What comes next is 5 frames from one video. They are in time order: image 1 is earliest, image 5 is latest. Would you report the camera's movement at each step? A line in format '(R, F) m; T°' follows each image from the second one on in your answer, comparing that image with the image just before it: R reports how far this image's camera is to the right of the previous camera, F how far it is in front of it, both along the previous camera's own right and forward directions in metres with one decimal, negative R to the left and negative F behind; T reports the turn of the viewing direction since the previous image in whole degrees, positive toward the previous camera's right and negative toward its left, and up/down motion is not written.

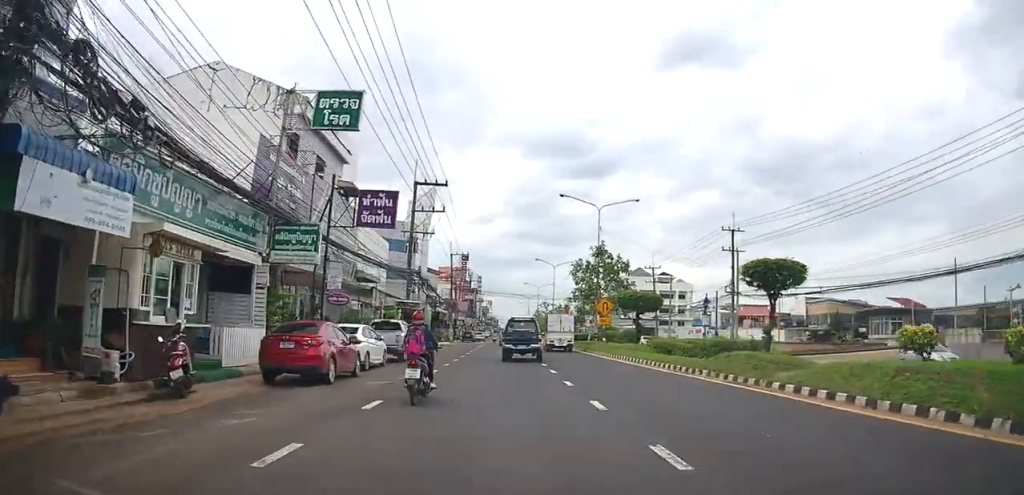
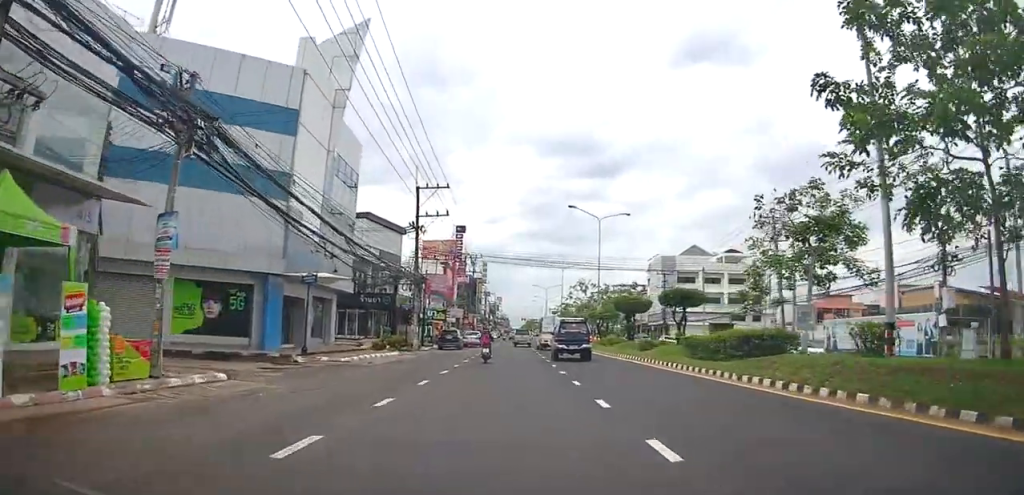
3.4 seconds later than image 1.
(-0.3, +36.2) m; -2°
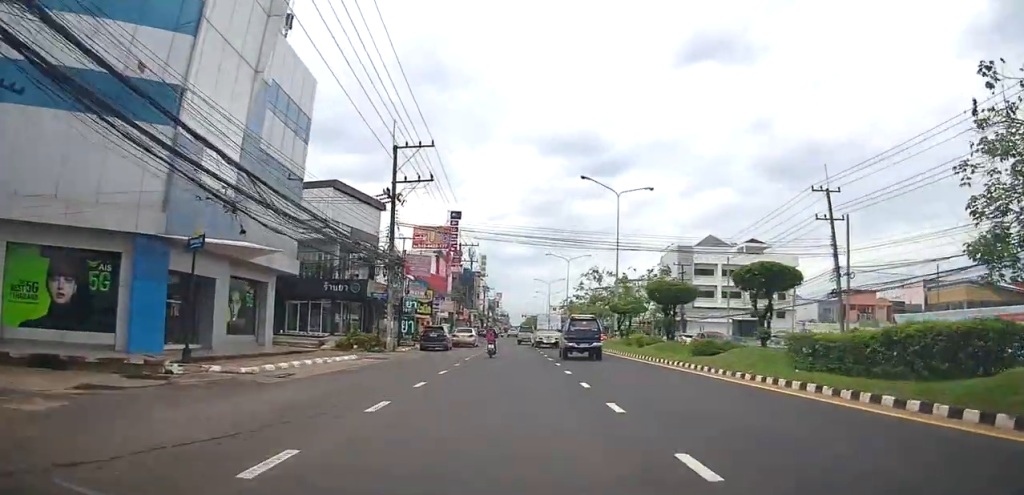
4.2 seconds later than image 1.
(-0.3, +8.9) m; -3°
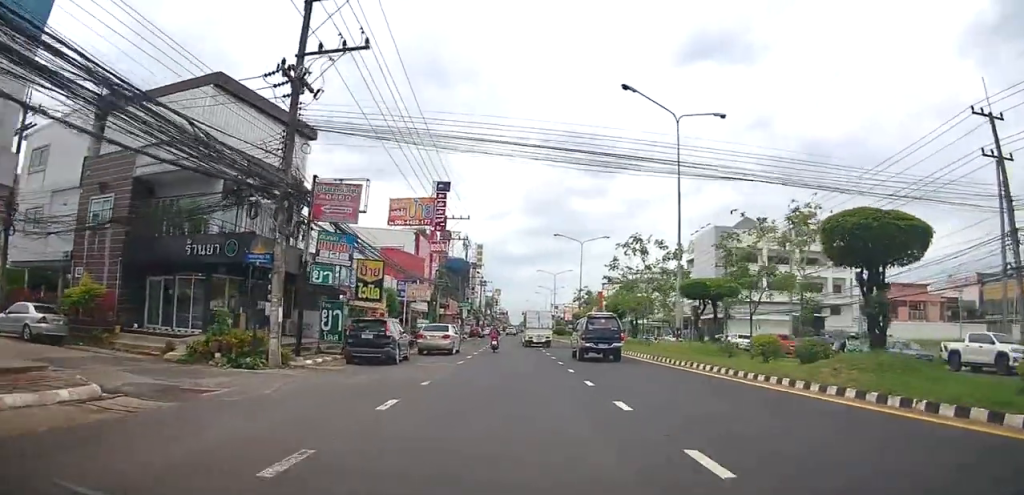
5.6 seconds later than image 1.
(-0.4, +16.7) m; +1°
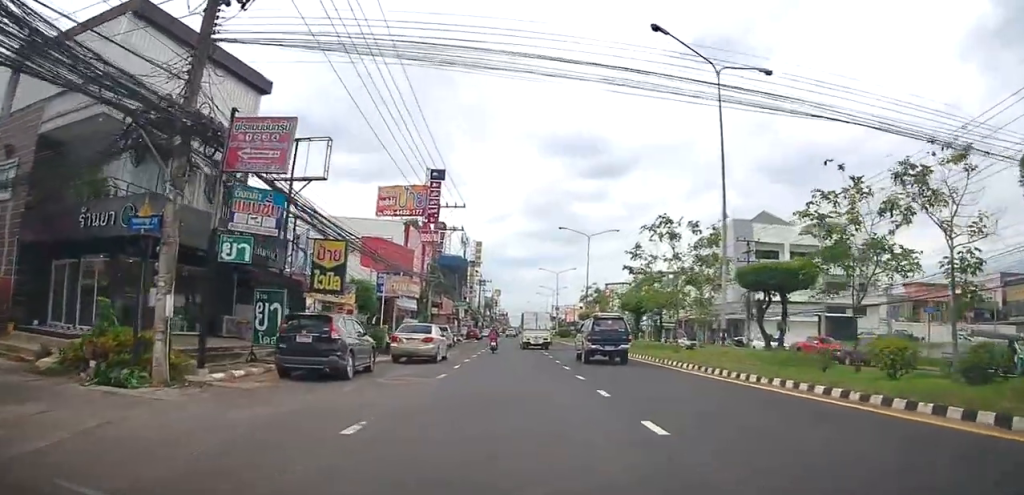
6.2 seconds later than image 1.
(+0.1, +6.2) m; 0°
